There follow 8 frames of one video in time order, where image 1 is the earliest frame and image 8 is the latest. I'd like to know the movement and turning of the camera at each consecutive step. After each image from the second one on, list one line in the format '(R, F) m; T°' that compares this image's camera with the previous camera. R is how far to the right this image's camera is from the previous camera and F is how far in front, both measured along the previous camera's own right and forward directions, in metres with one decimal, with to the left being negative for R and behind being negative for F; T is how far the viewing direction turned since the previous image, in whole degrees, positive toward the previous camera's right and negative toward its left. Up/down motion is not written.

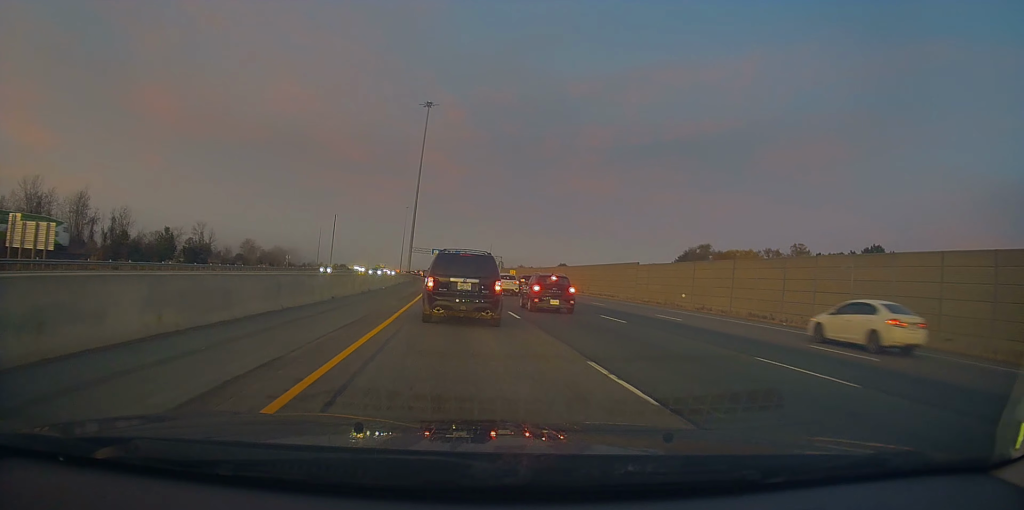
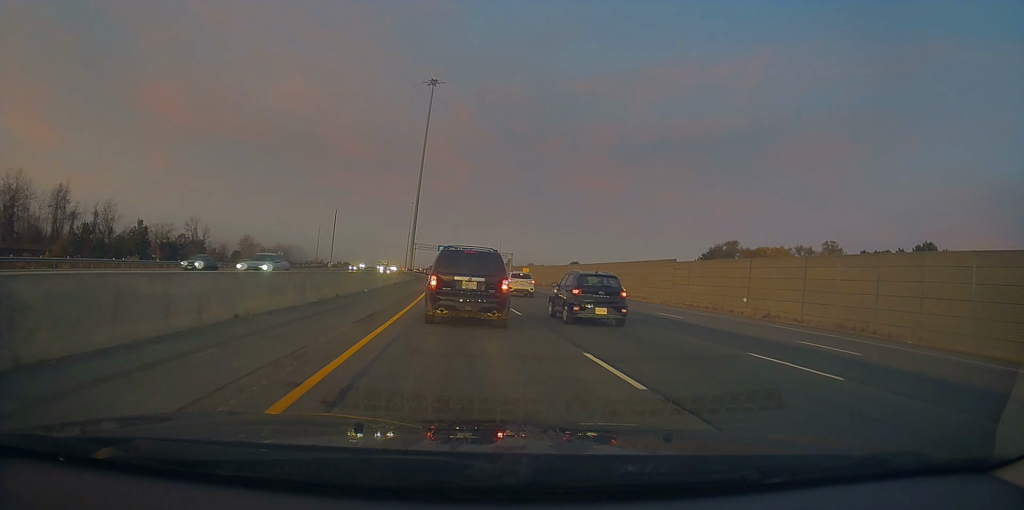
(+0.3, +11.8) m; +2°
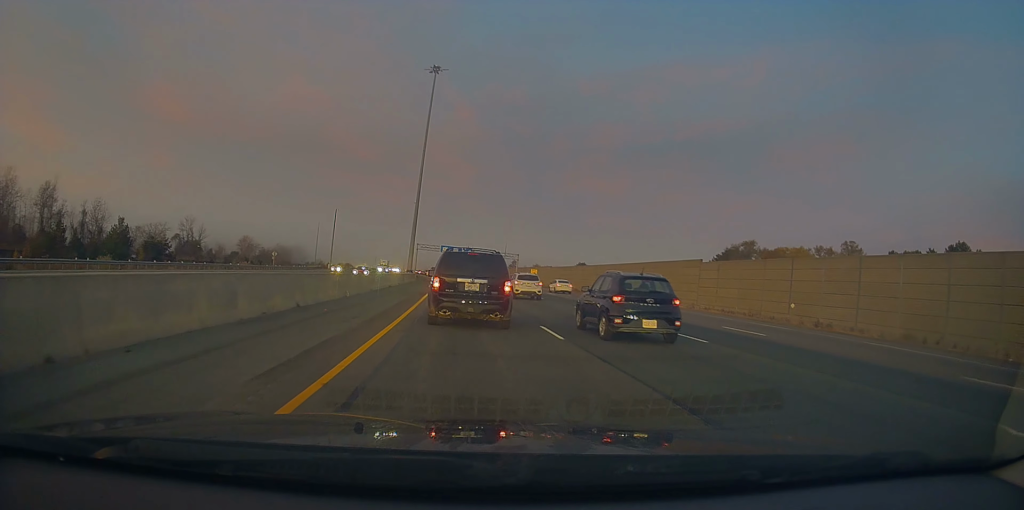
(0.0, +6.6) m; -1°
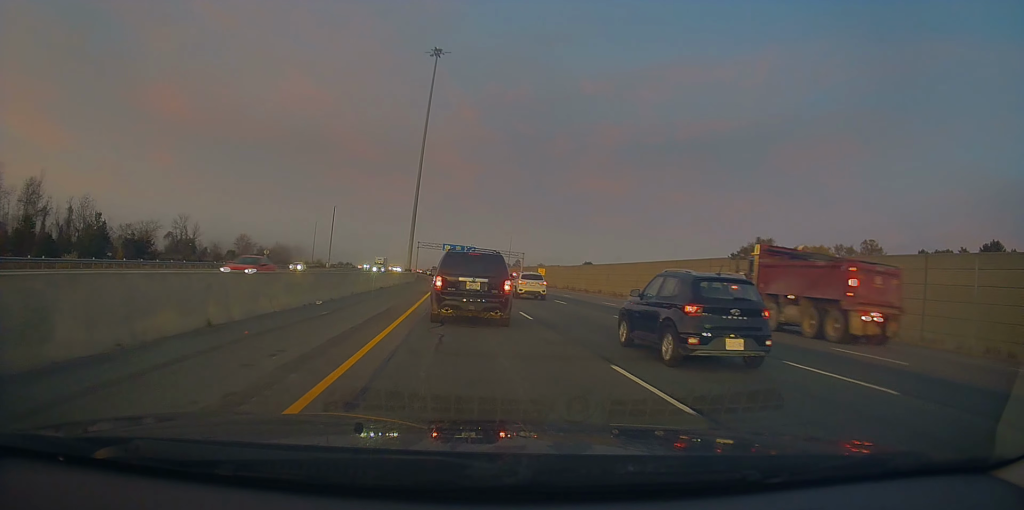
(-0.2, +6.3) m; -3°
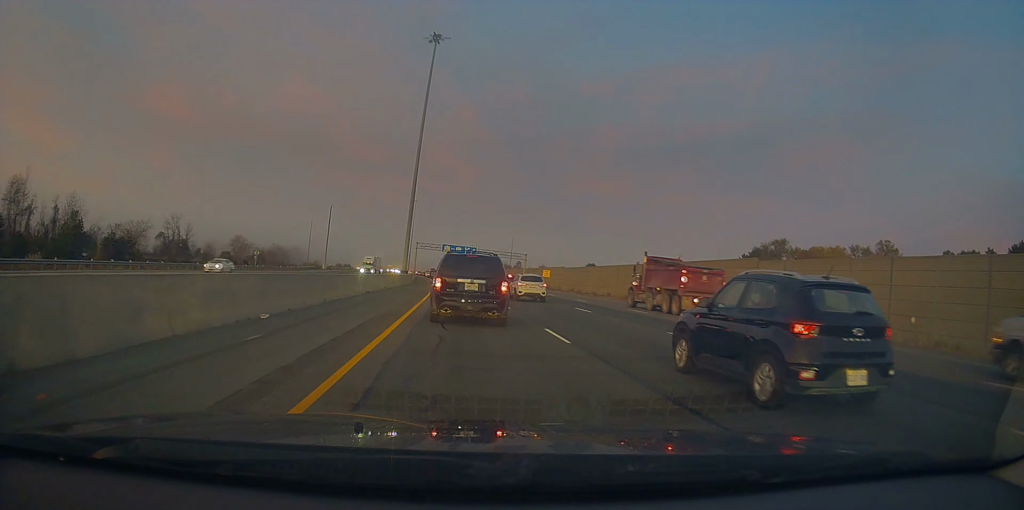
(-0.1, +4.6) m; -1°
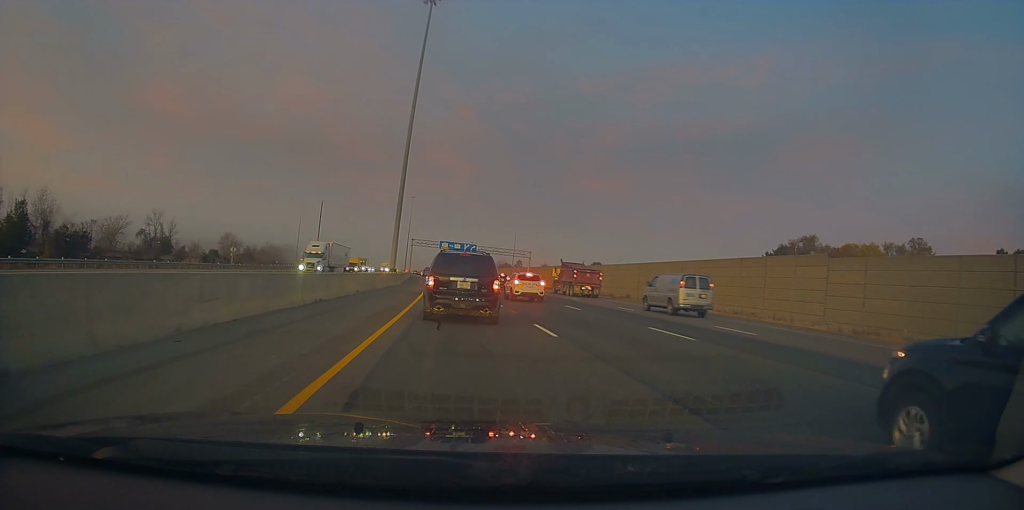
(+0.1, +9.6) m; +2°
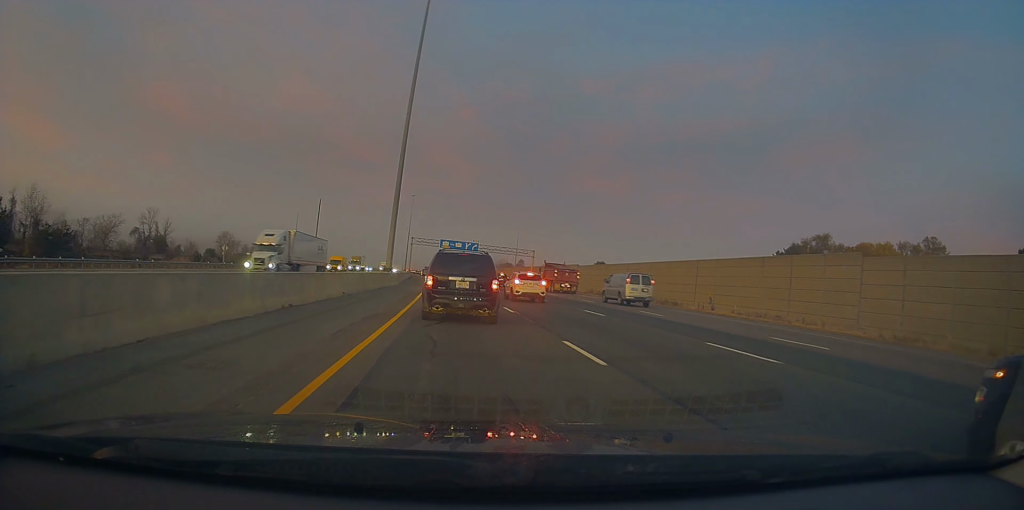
(-0.1, +3.6) m; +2°
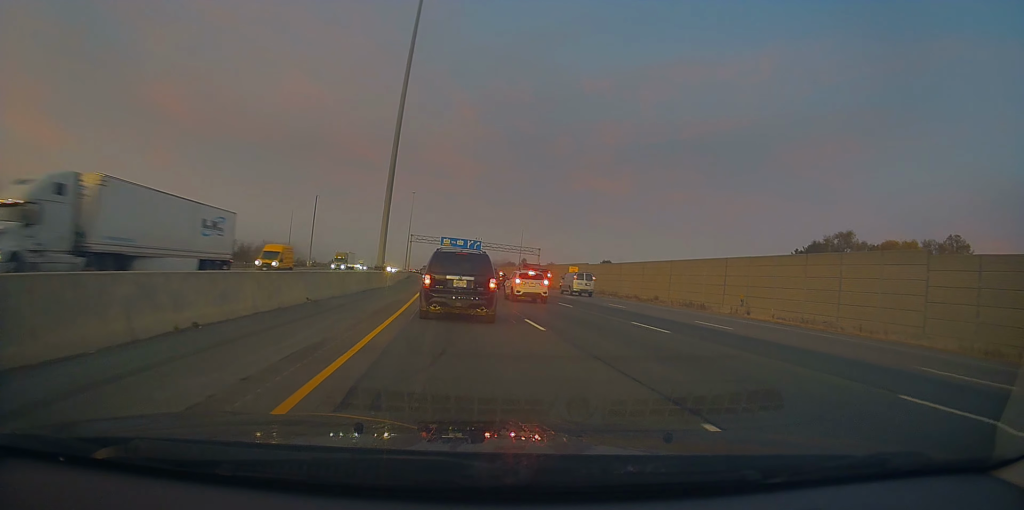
(+0.3, +6.3) m; +3°
